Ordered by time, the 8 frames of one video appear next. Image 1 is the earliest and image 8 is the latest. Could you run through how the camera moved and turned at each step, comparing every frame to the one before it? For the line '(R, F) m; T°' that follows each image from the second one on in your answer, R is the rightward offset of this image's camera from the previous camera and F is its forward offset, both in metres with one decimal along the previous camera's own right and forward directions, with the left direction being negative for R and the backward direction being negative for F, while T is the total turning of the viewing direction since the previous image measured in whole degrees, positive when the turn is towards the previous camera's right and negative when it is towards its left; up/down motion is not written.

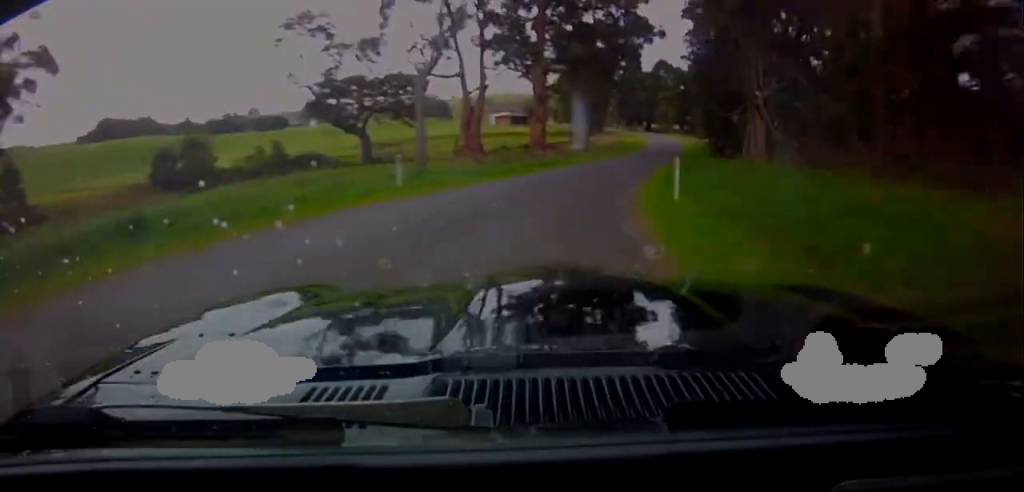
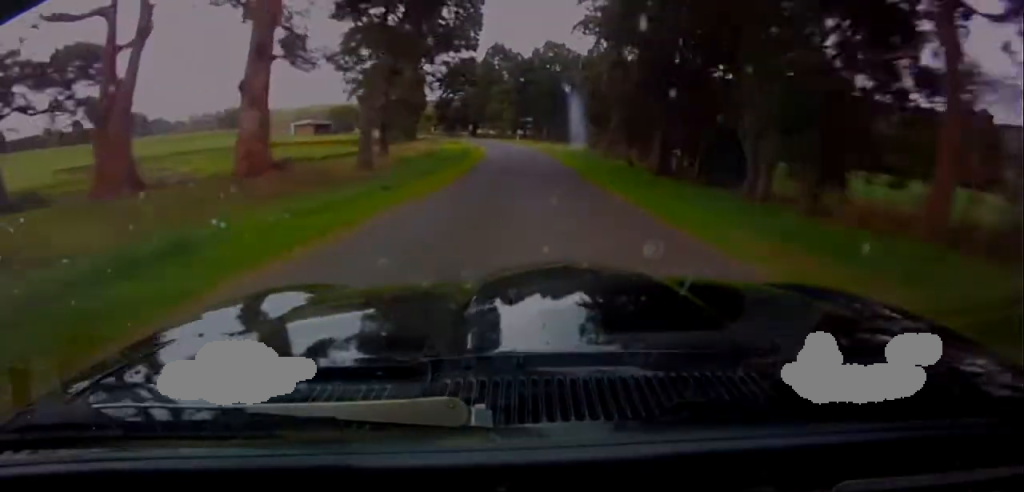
(+6.3, +38.6) m; +16°
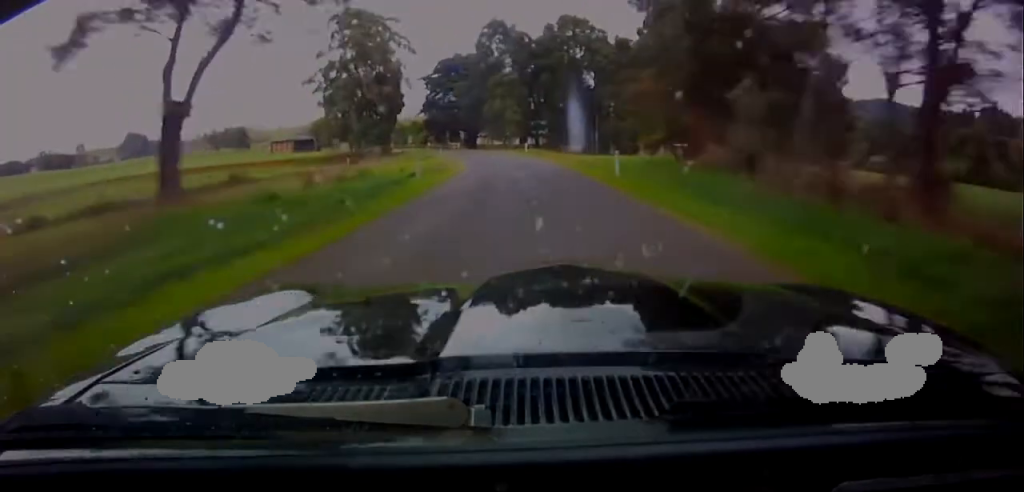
(+2.1, +30.3) m; +1°
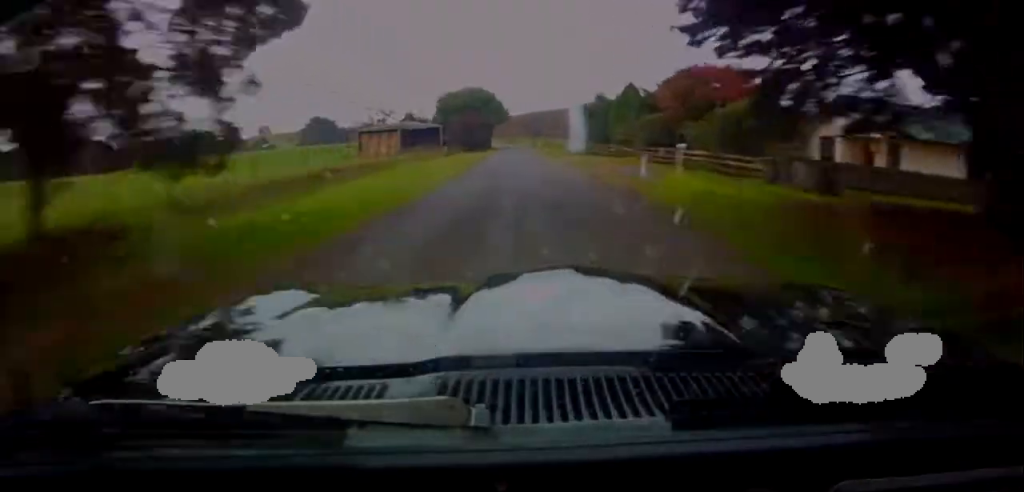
(-16.3, +92.9) m; -17°
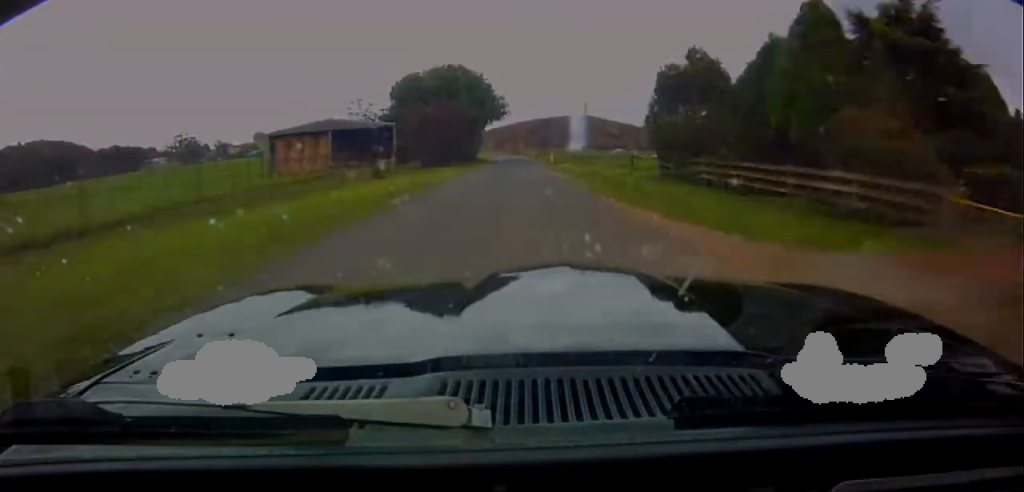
(-1.2, +38.1) m; -3°
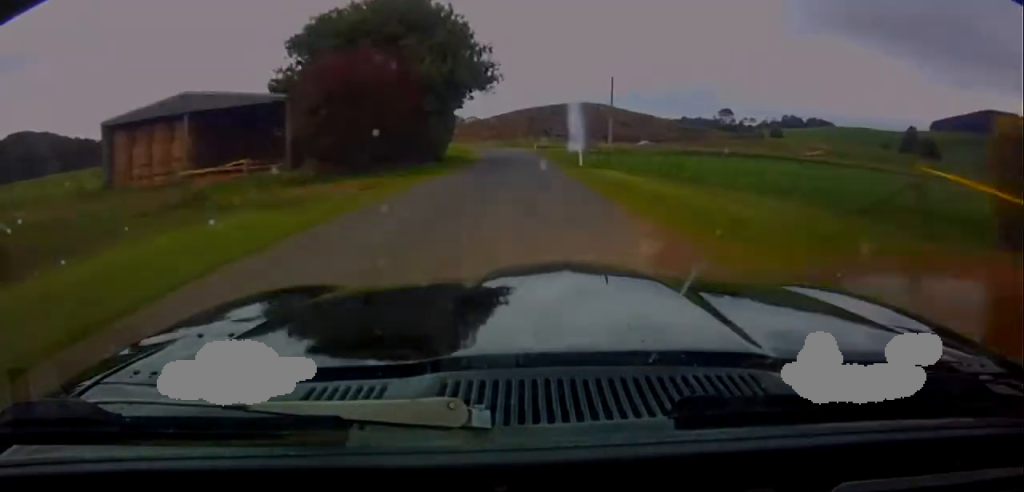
(-0.3, +28.3) m; -2°
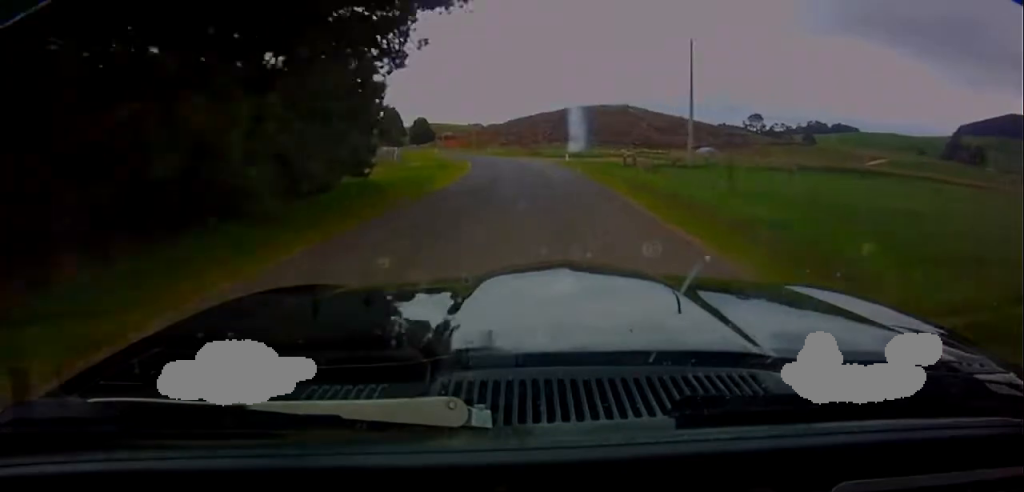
(-0.7, +28.2) m; -4°
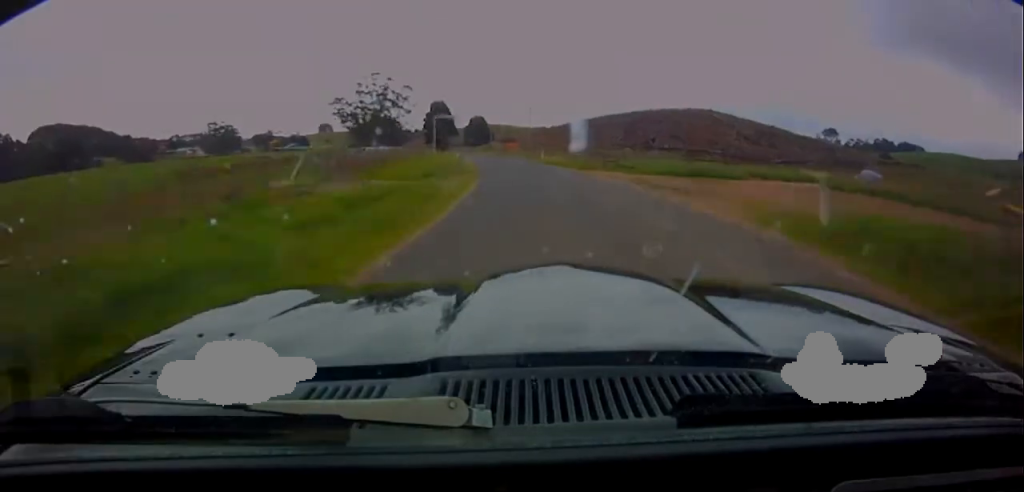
(-1.1, +31.8) m; -4°
